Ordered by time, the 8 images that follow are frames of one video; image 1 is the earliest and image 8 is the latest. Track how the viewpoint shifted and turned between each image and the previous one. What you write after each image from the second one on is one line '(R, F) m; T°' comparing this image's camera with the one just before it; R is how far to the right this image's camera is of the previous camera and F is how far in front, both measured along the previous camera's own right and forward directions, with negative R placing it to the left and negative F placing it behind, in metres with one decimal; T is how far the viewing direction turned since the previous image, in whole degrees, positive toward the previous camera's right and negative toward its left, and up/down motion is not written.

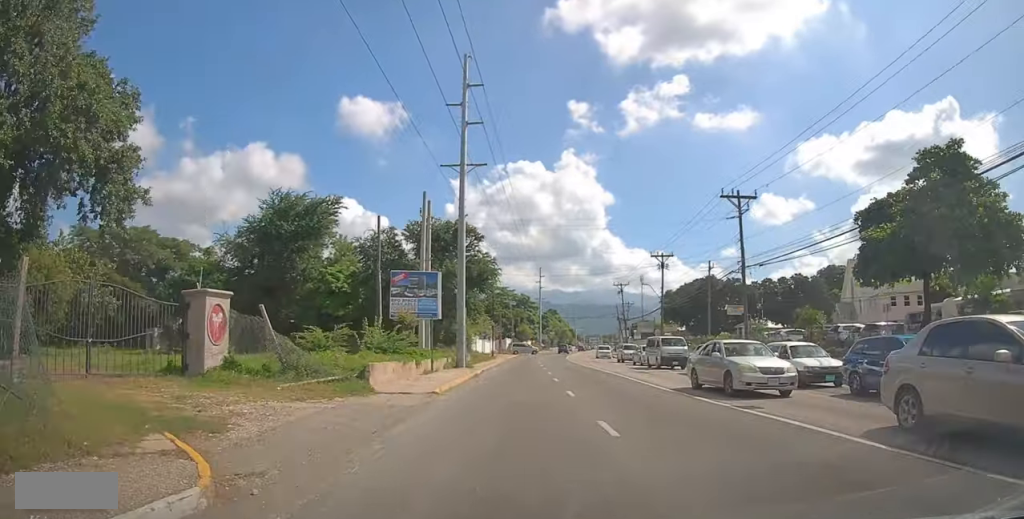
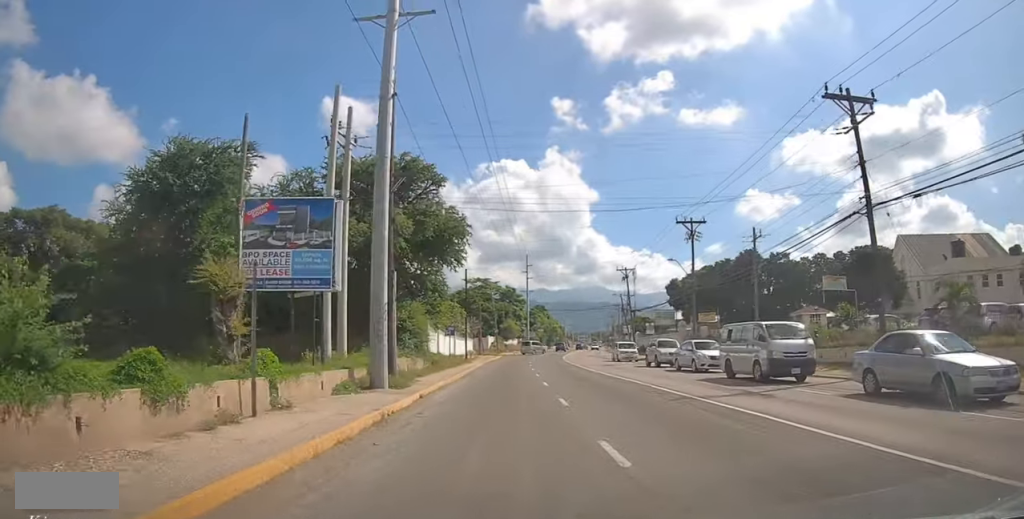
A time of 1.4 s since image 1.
(0.0, +15.1) m; +3°
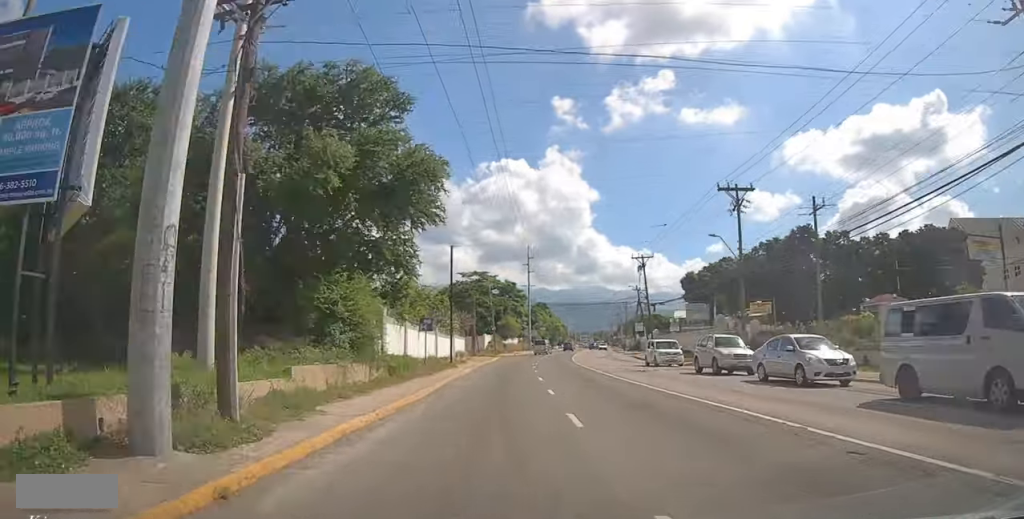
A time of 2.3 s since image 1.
(+0.4, +9.8) m; +1°
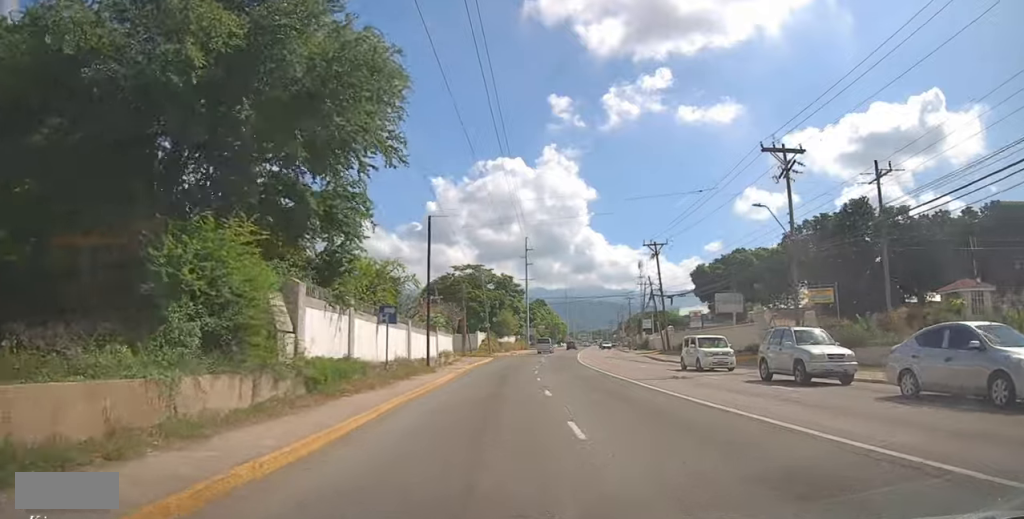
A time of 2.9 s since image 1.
(-0.1, +7.5) m; 0°
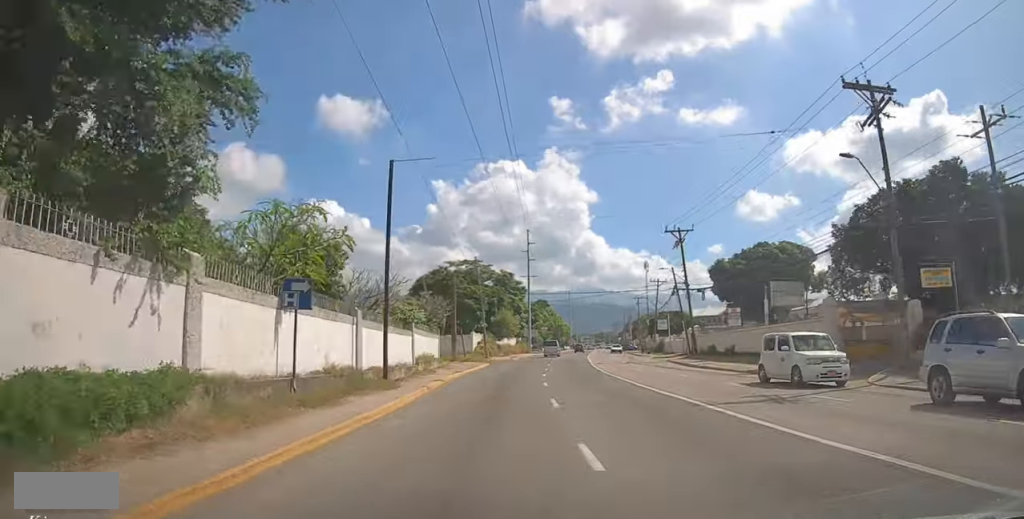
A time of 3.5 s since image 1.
(-0.1, +8.2) m; 0°
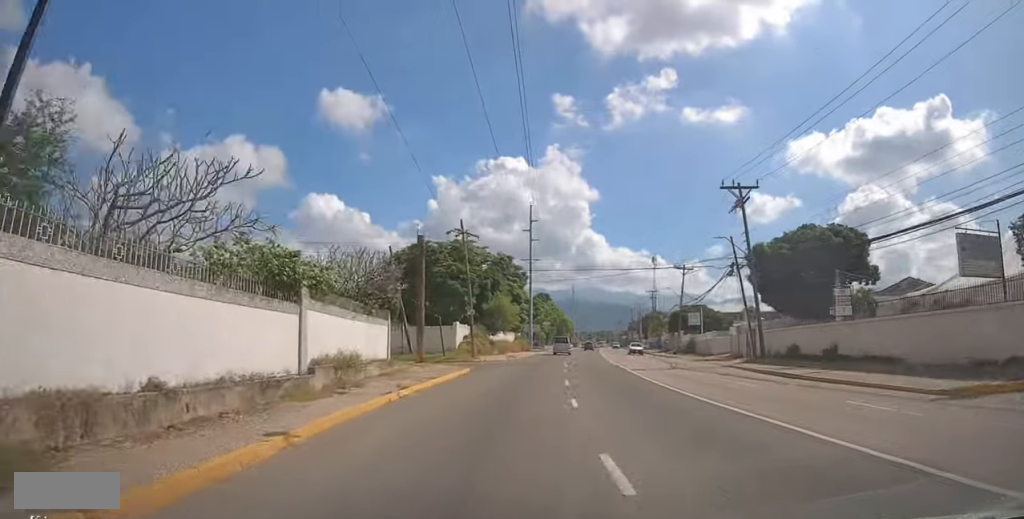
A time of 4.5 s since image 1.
(+0.2, +13.7) m; +1°
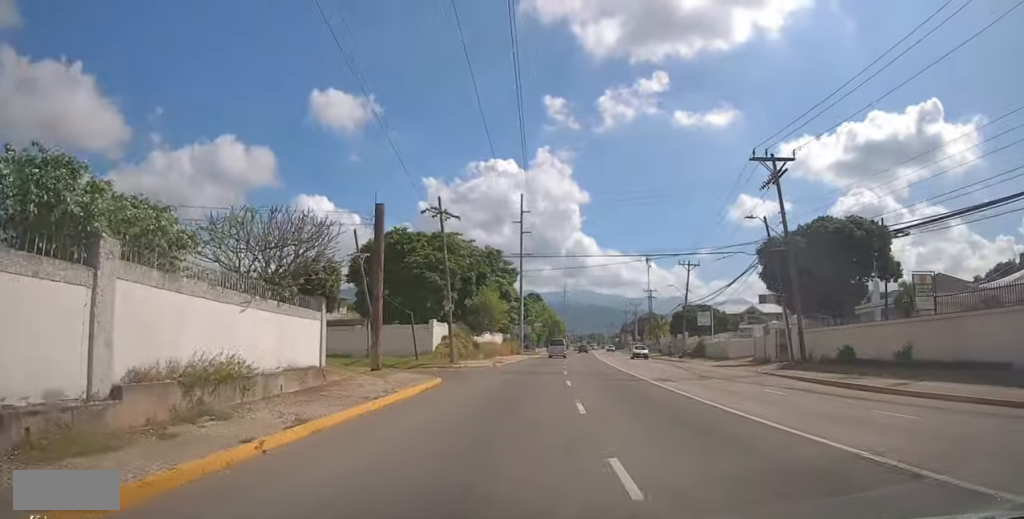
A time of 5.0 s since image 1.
(0.0, +6.5) m; 0°
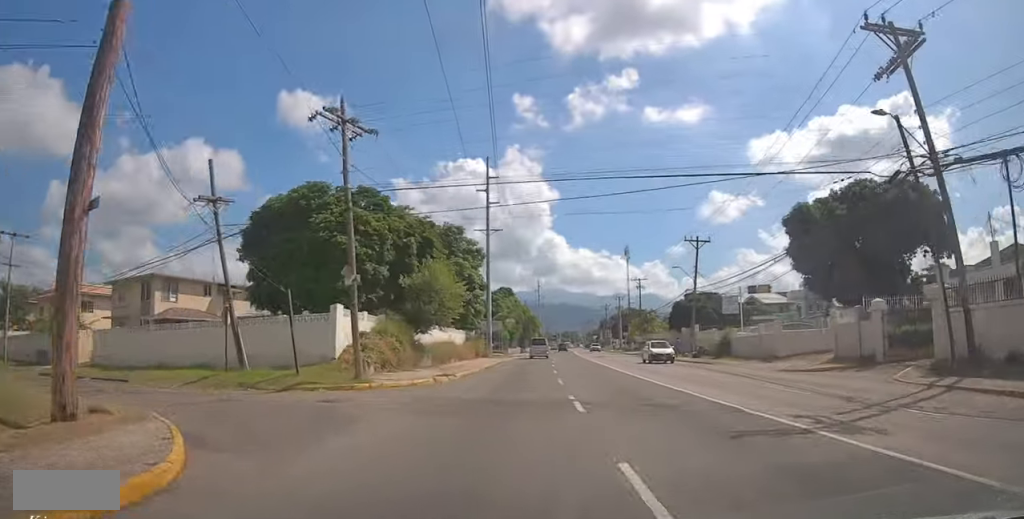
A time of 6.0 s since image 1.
(+0.1, +13.8) m; +1°
